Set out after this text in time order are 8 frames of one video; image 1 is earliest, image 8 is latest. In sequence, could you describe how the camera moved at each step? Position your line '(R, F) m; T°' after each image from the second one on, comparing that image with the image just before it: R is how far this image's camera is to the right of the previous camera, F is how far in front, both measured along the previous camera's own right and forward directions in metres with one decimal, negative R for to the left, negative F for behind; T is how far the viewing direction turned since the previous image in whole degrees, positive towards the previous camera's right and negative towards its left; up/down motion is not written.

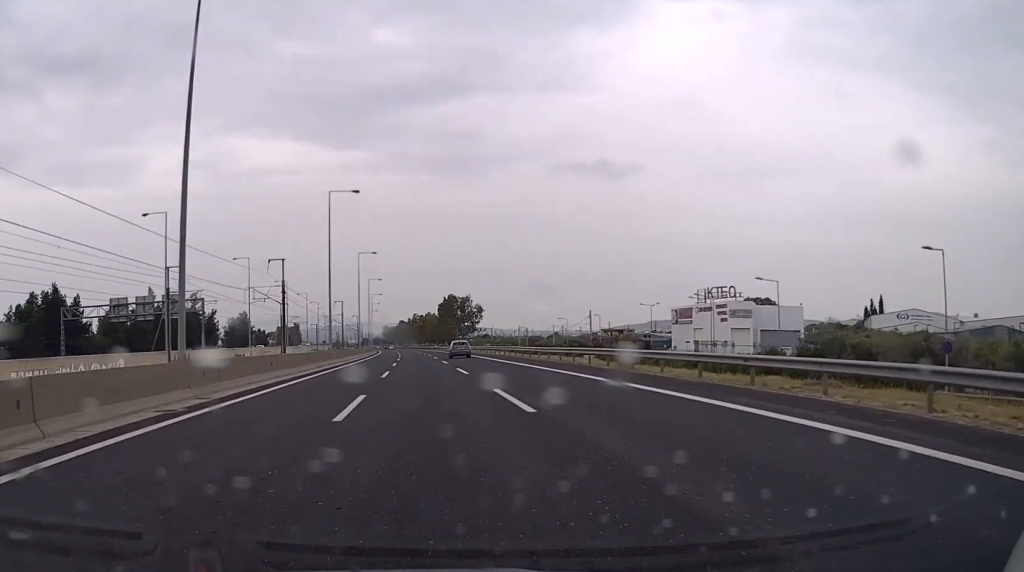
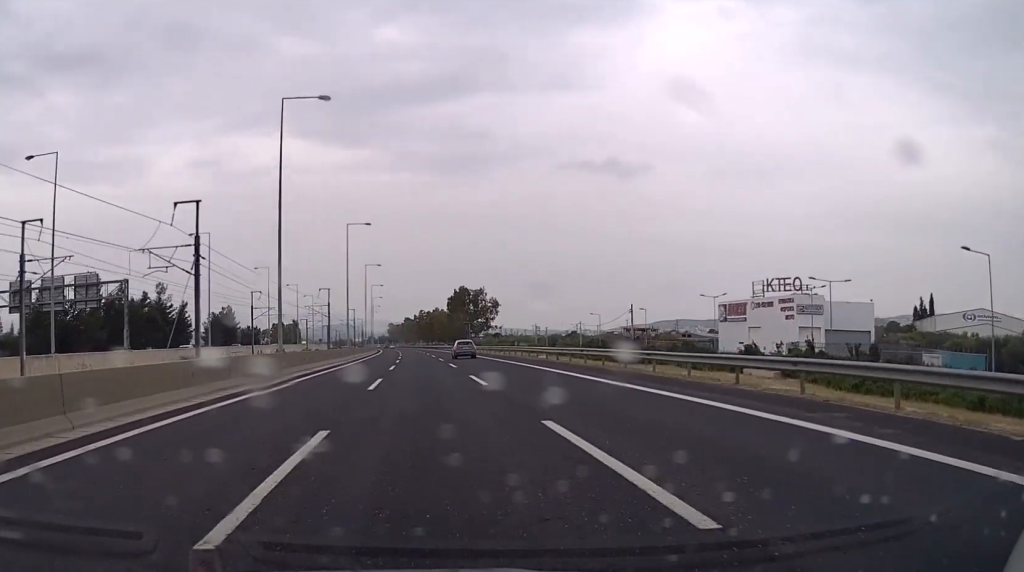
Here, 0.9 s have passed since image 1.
(0.0, +26.8) m; 0°
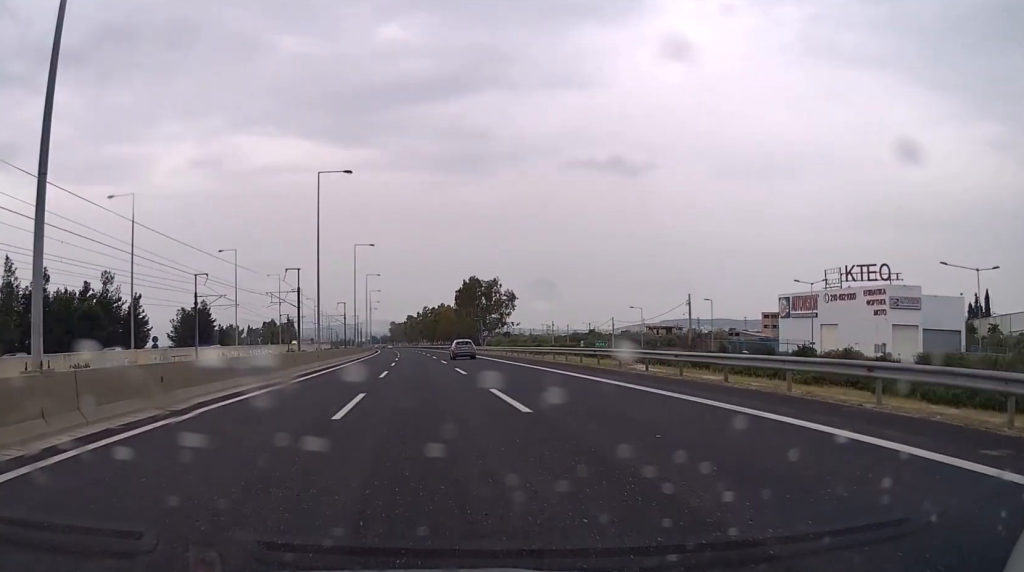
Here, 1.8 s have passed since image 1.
(-0.1, +27.8) m; 0°
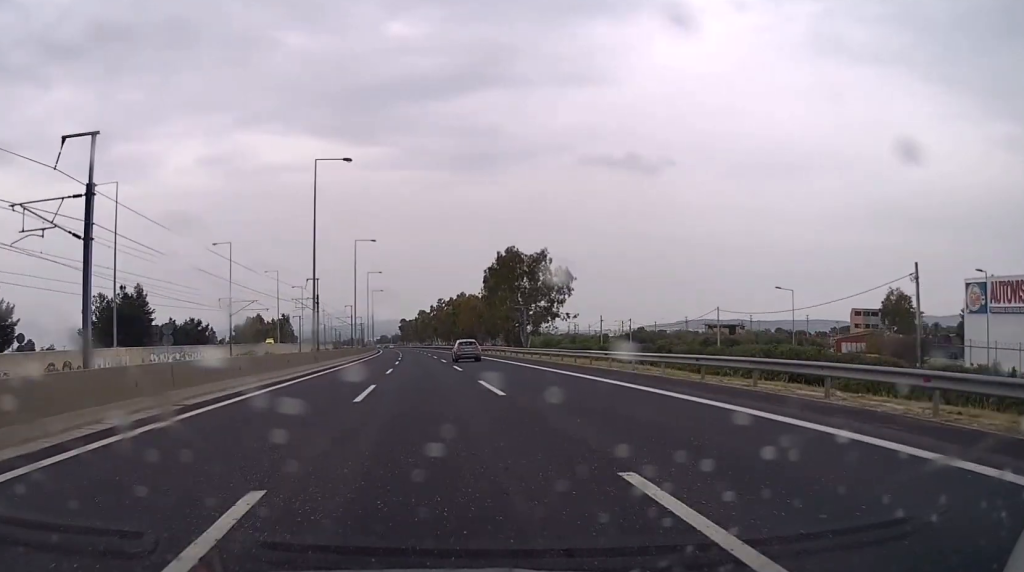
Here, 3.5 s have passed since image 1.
(-0.2, +49.7) m; -1°
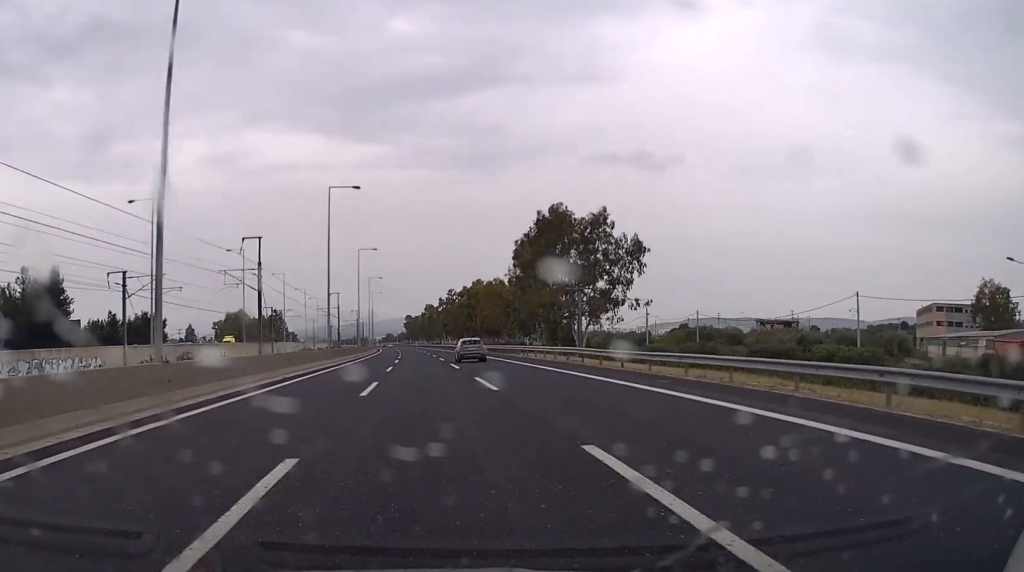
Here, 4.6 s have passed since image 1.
(-0.2, +33.8) m; -1°
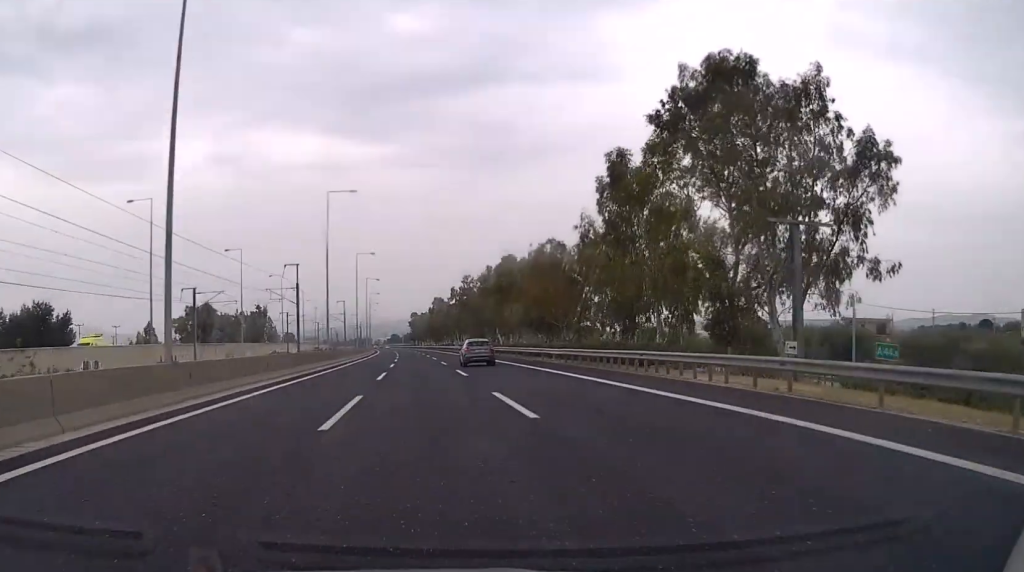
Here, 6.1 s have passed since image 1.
(-0.4, +43.7) m; -1°
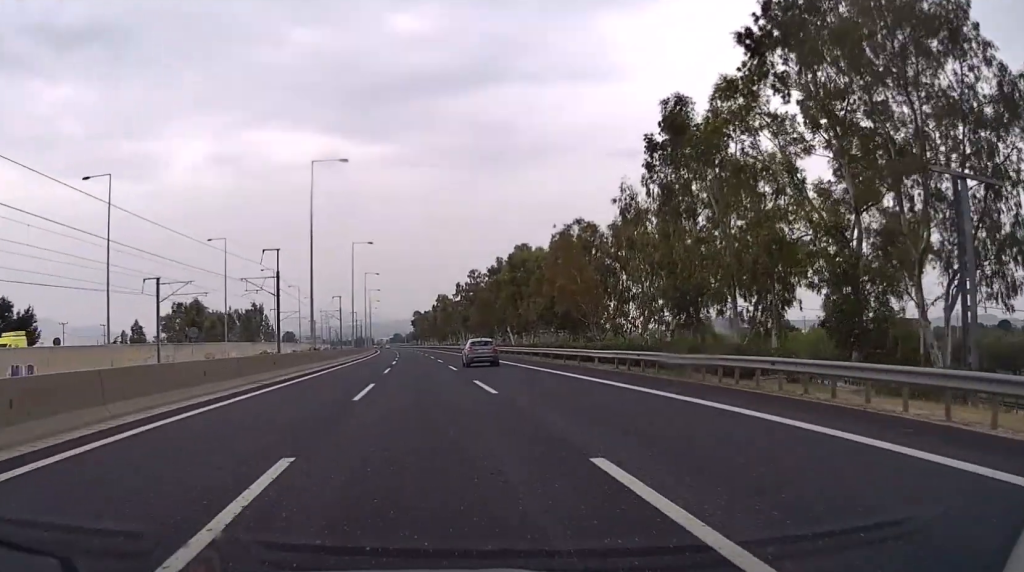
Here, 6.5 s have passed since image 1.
(0.0, +11.9) m; 0°
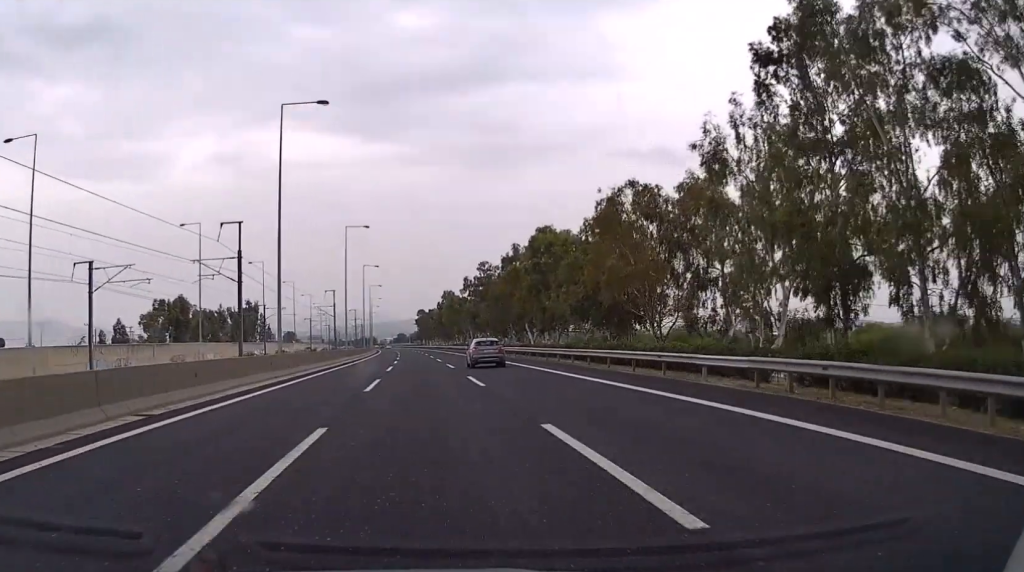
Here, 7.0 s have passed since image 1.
(0.0, +14.0) m; 0°
